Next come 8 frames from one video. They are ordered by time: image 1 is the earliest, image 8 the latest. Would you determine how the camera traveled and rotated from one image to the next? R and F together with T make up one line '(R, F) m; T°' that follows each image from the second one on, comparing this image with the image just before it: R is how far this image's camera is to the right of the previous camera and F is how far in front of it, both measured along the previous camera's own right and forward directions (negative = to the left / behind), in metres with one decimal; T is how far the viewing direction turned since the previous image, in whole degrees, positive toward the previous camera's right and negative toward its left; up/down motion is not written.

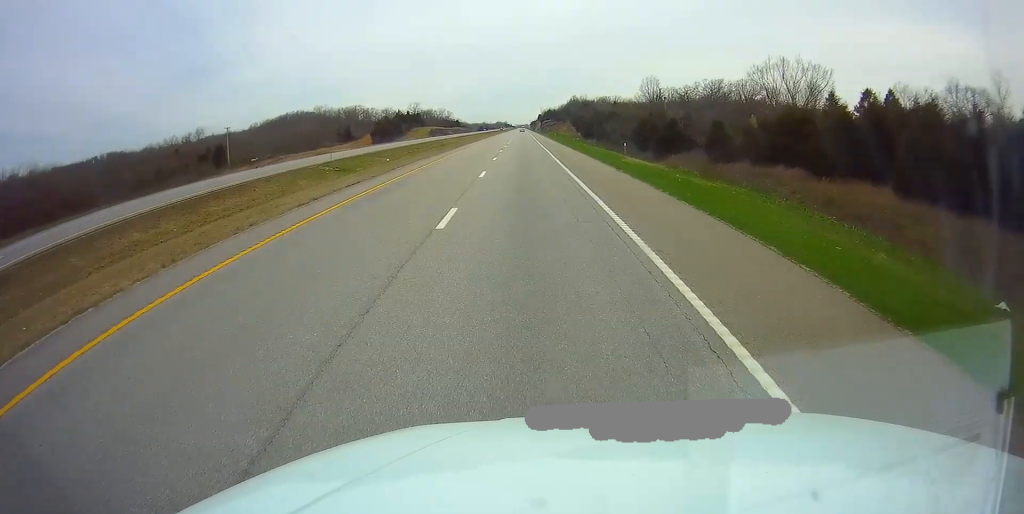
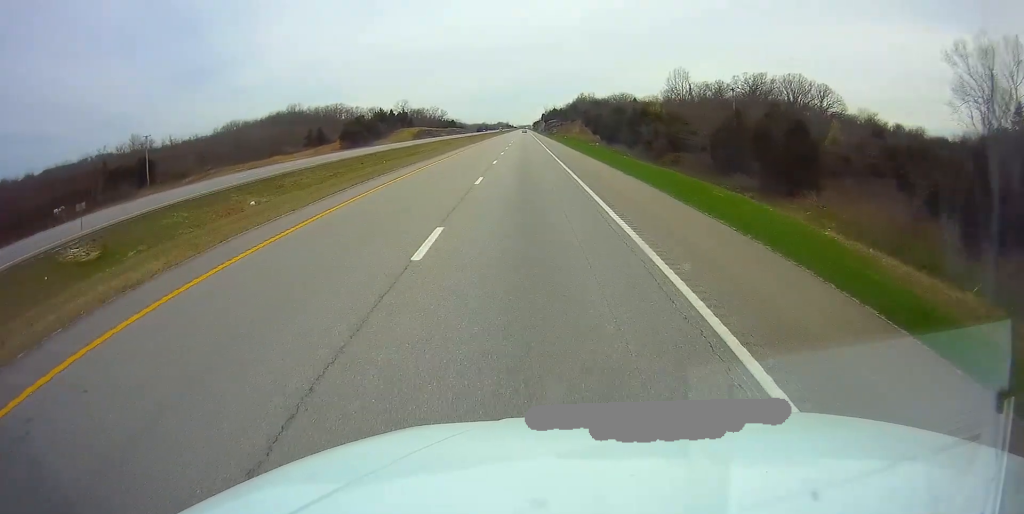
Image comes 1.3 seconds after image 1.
(0.0, +39.3) m; 0°
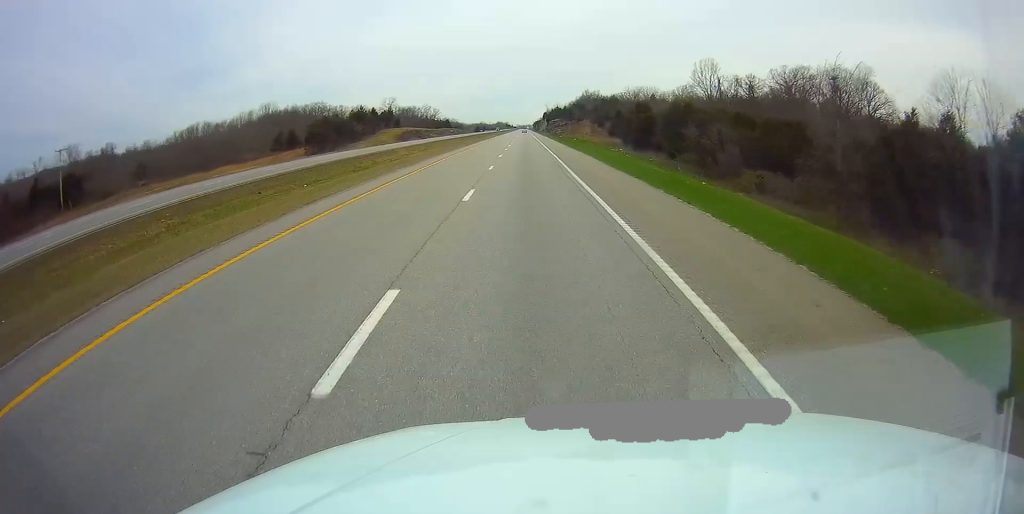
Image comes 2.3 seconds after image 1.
(+0.1, +28.9) m; 0°
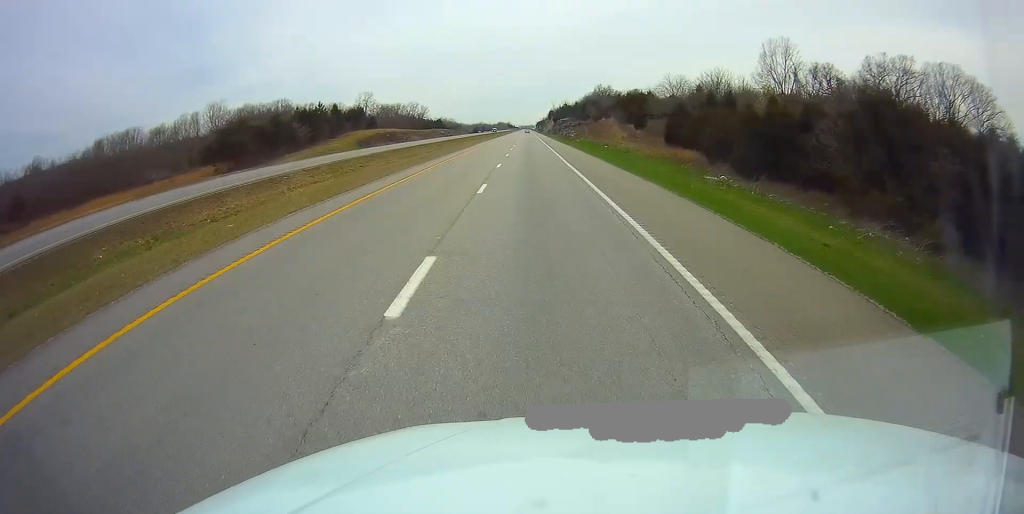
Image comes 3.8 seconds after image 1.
(-0.1, +46.7) m; 0°
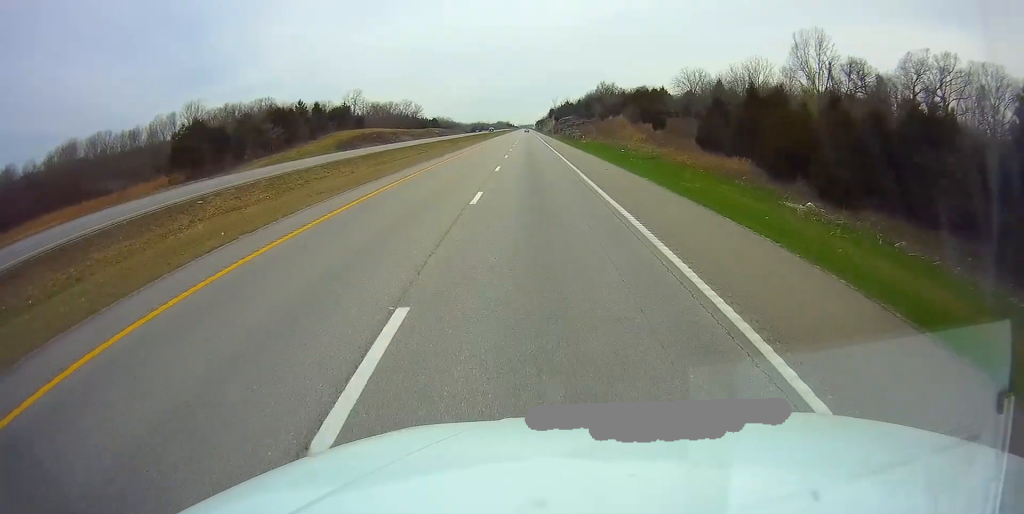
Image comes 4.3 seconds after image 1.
(+0.1, +14.8) m; 0°
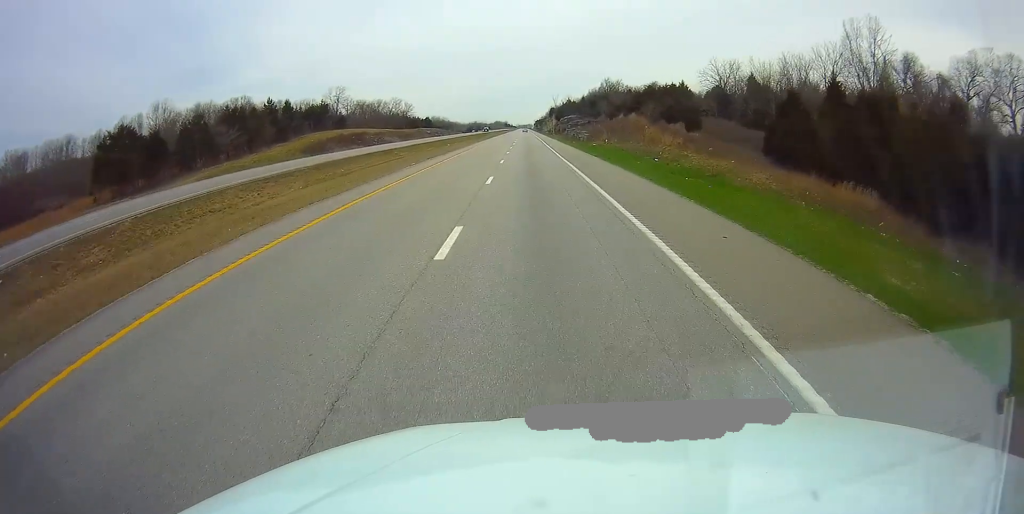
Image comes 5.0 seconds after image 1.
(0.0, +18.7) m; 0°
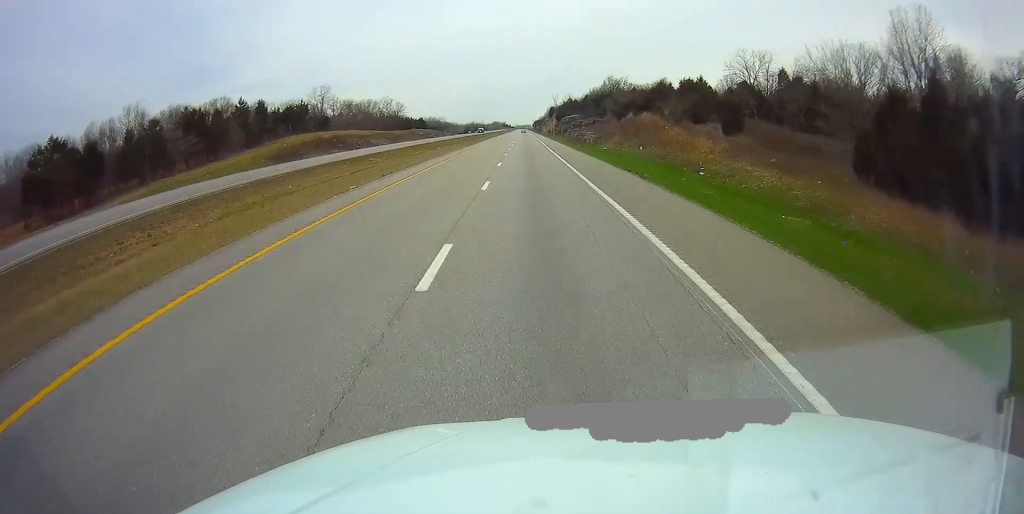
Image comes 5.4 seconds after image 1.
(0.0, +13.8) m; 0°
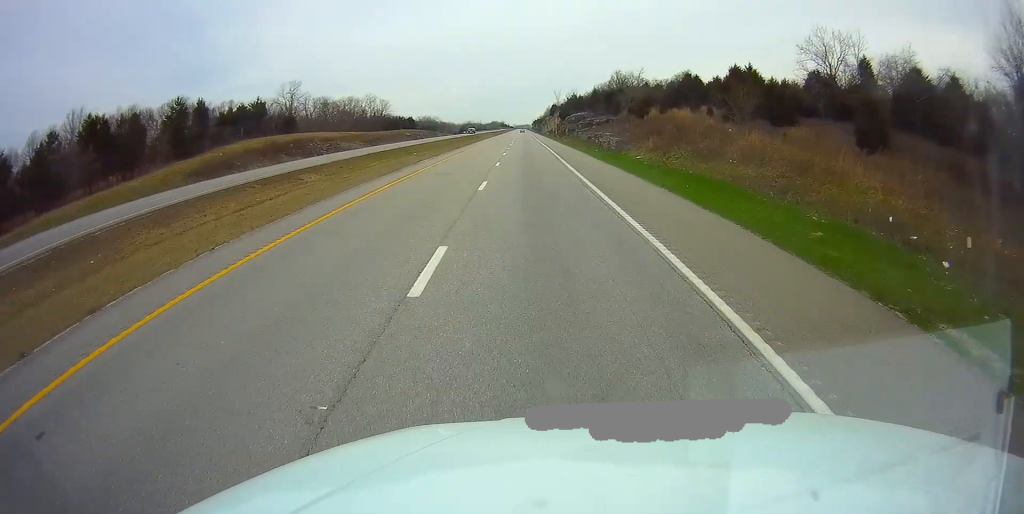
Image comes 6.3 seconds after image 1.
(+0.2, +24.6) m; 0°
